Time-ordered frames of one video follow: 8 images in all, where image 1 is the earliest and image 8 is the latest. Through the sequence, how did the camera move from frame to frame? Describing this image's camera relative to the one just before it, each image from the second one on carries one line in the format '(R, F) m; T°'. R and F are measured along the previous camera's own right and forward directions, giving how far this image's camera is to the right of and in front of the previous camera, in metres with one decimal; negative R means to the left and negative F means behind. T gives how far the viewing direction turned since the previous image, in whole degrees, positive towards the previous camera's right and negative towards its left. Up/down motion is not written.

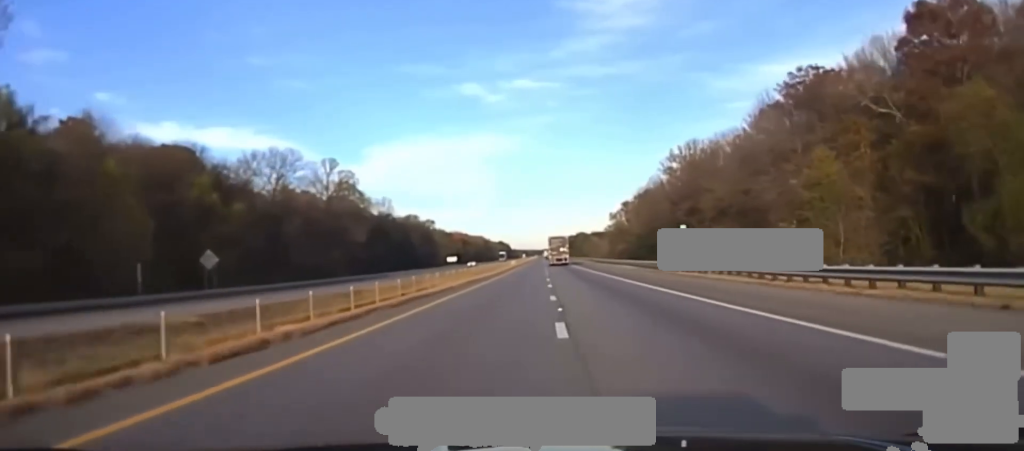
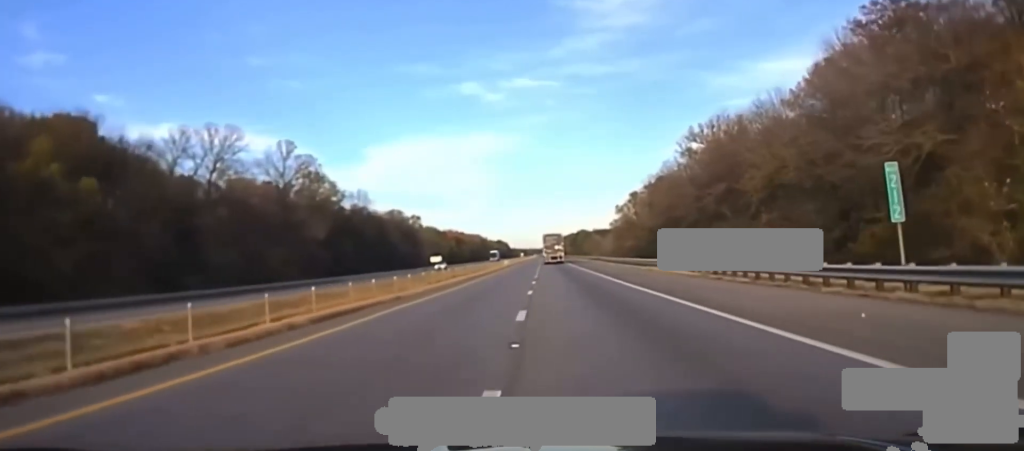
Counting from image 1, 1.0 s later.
(+0.1, +29.0) m; 0°
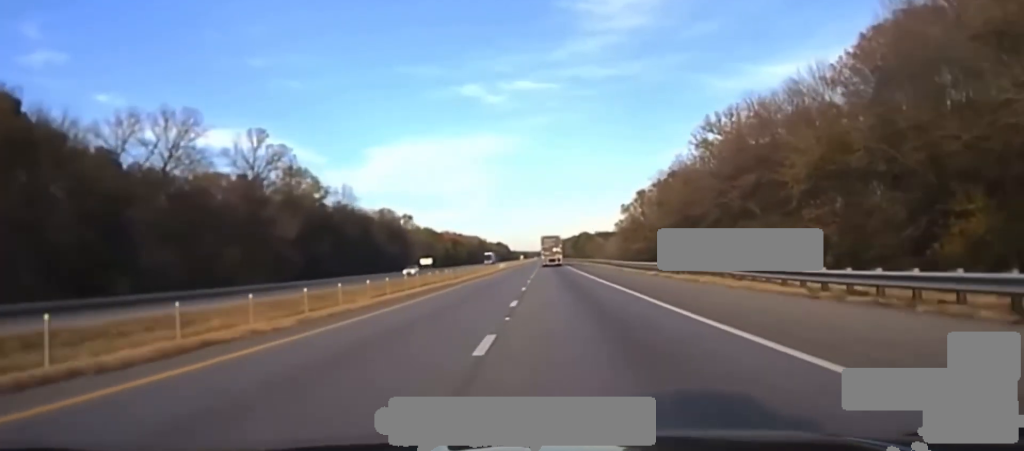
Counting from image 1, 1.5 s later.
(+0.1, +16.3) m; 0°
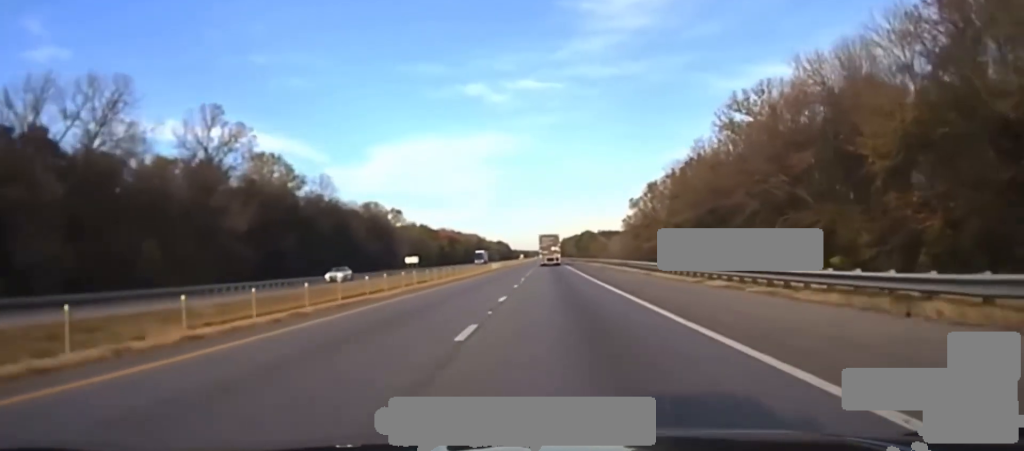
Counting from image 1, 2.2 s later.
(0.0, +21.4) m; 0°
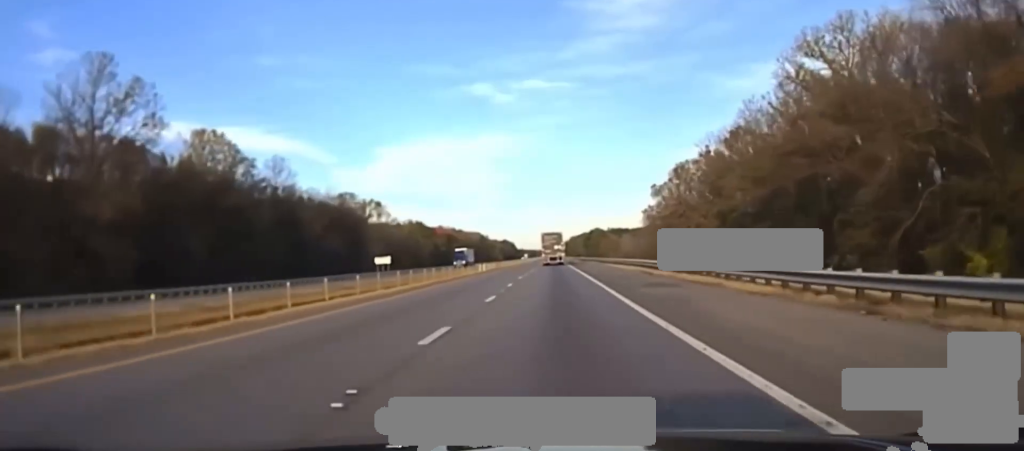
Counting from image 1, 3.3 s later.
(-0.2, +36.5) m; 0°
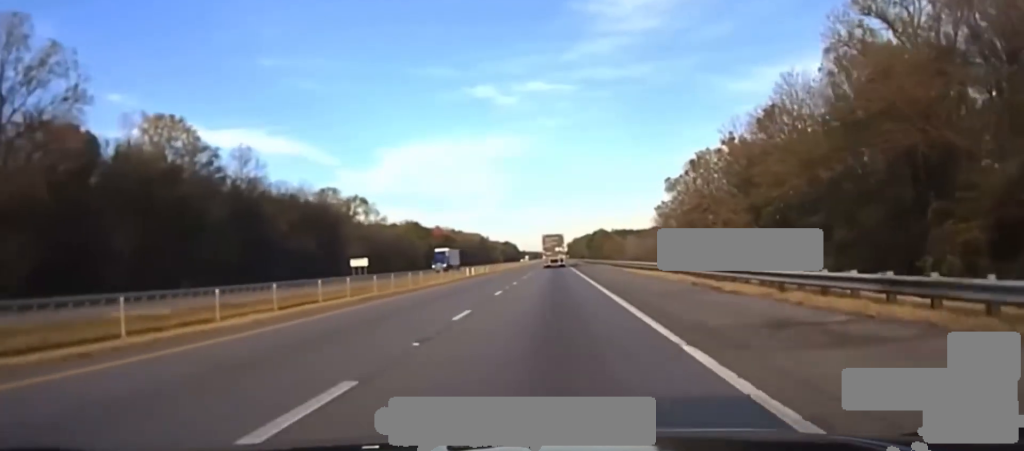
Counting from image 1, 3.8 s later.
(0.0, +19.7) m; 0°
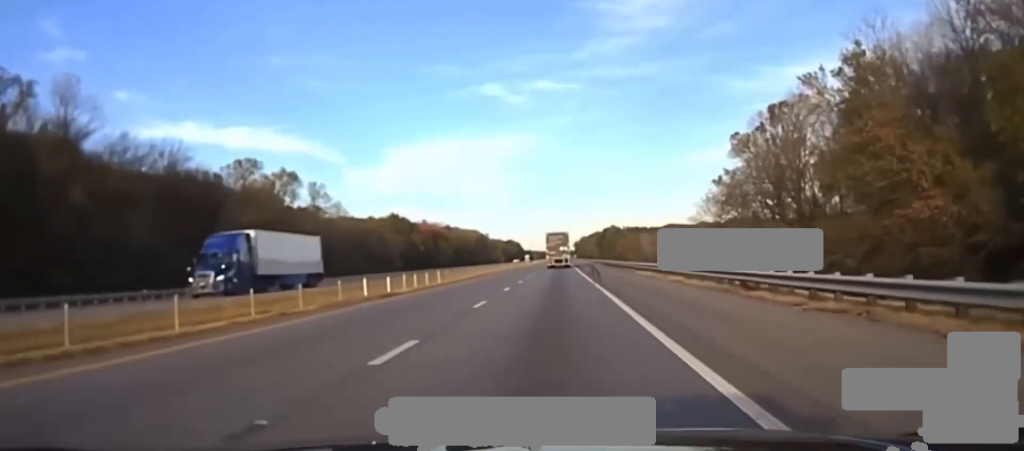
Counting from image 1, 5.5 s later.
(-0.6, +60.7) m; -1°
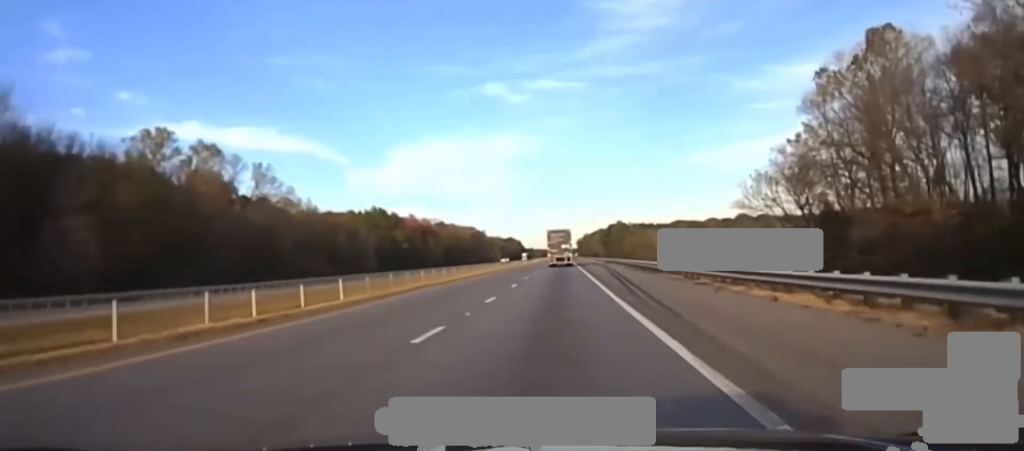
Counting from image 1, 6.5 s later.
(+0.2, +38.7) m; 0°
